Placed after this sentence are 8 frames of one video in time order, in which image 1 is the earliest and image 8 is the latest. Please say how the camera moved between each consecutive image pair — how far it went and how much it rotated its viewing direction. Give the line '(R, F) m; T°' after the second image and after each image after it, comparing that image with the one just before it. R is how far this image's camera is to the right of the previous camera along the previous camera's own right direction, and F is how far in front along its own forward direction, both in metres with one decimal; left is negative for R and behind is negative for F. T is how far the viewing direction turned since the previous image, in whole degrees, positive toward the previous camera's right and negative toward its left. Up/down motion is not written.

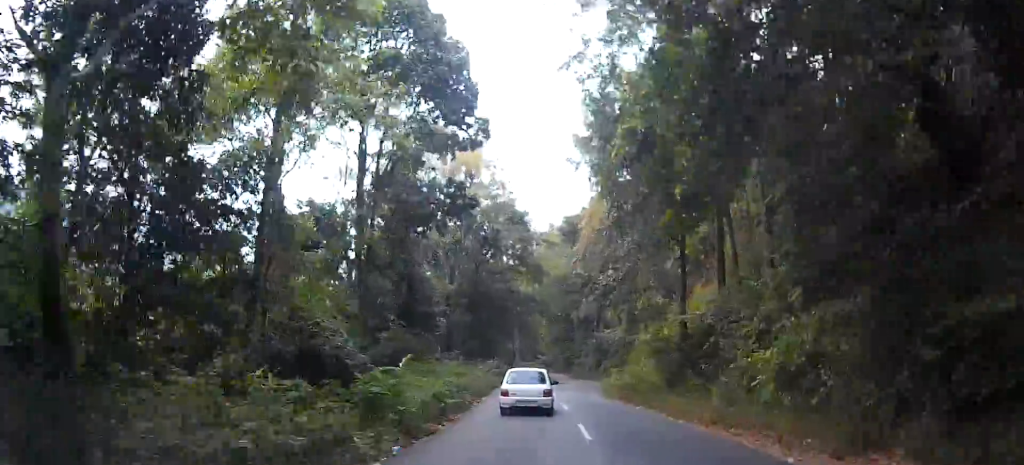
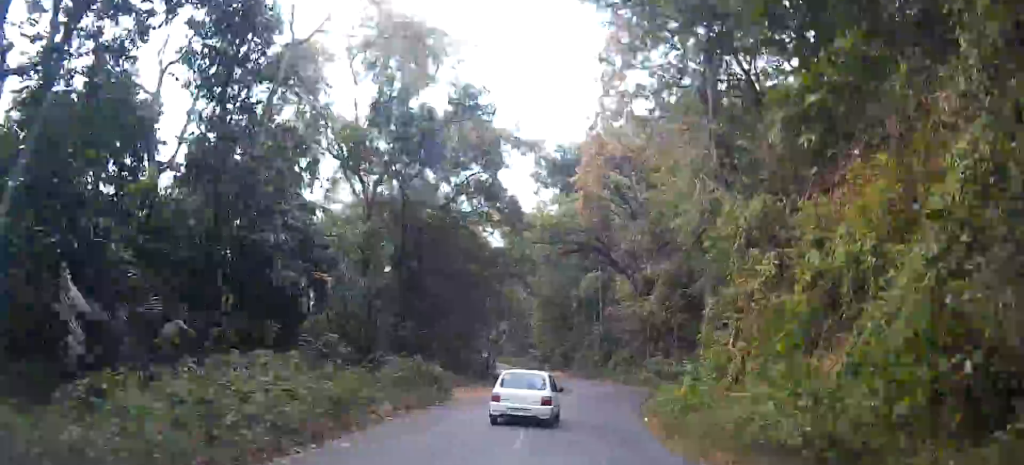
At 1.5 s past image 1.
(-1.8, +25.8) m; -4°
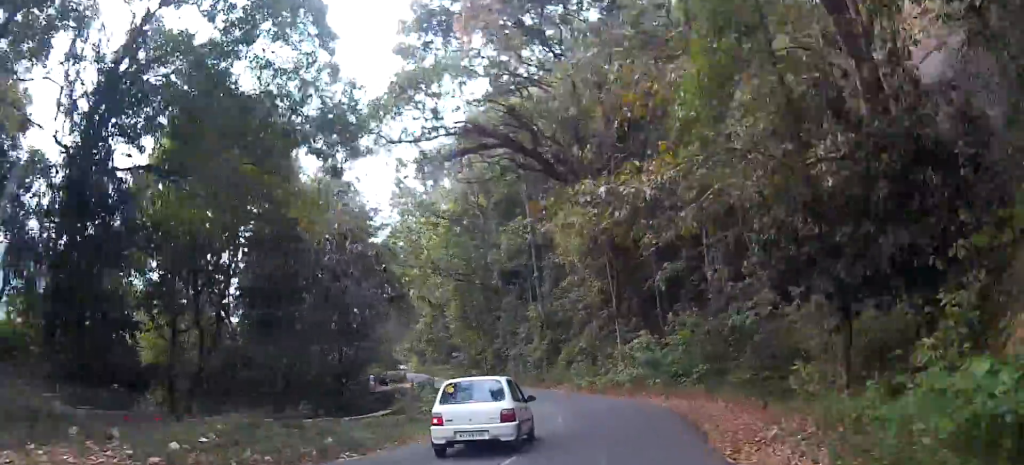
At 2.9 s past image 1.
(+1.3, +26.2) m; +2°
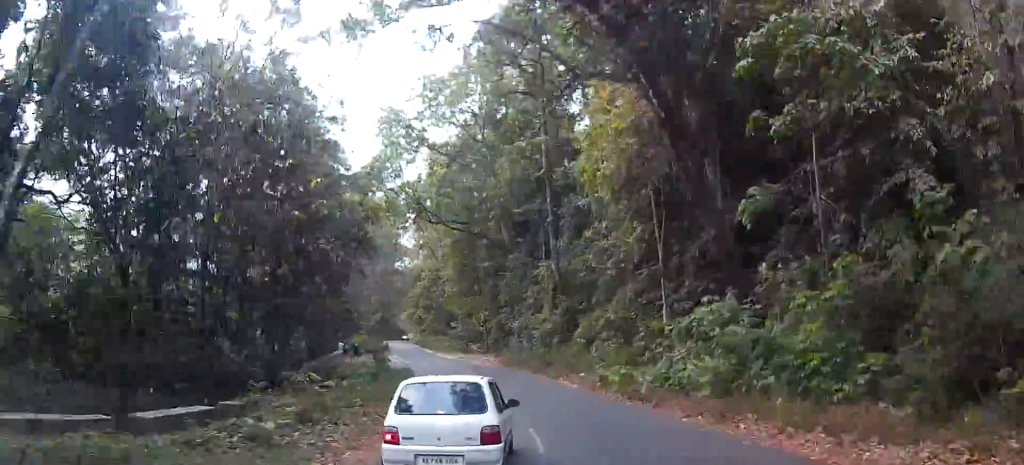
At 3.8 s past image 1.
(-0.1, +14.7) m; -1°
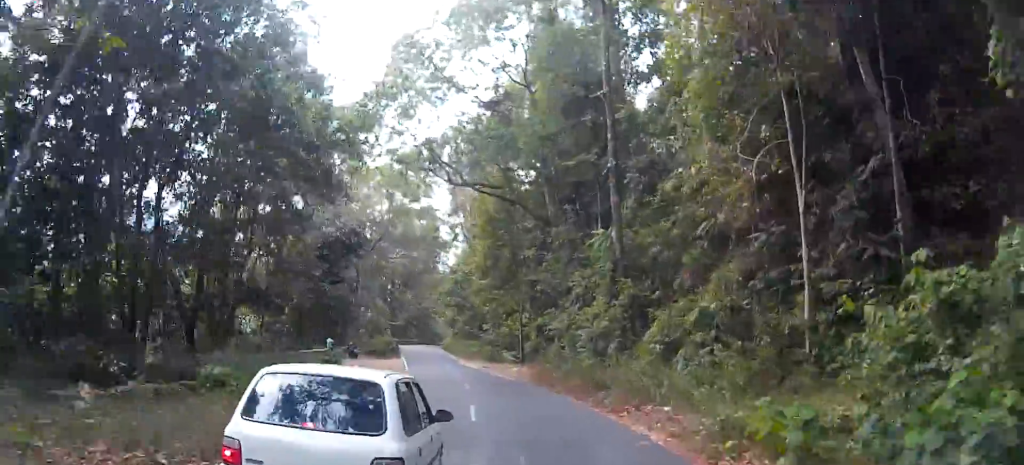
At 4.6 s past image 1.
(-0.2, +14.0) m; -2°
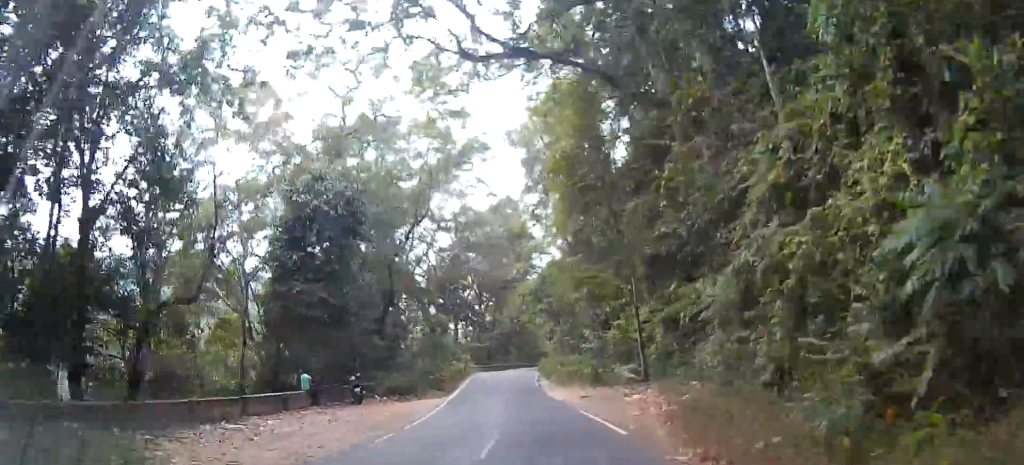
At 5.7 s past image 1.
(-0.8, +19.2) m; -6°
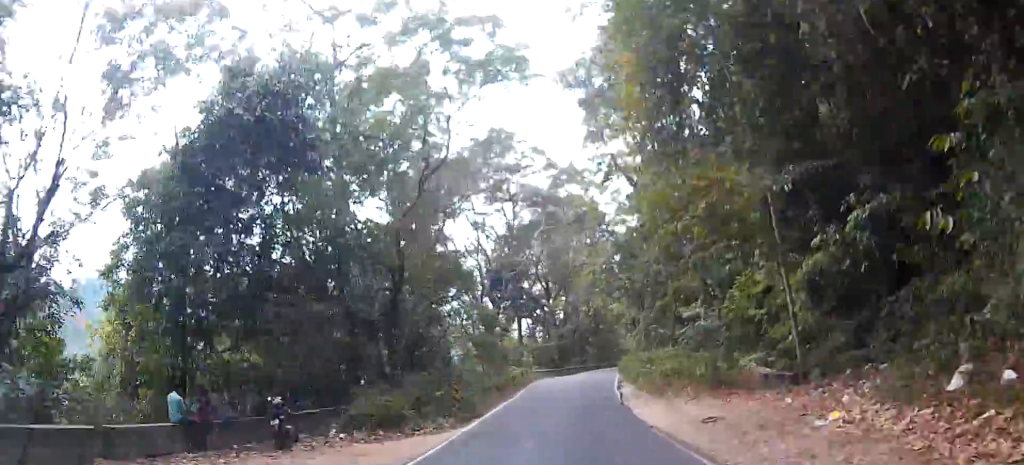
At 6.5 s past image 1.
(-0.5, +12.1) m; -4°
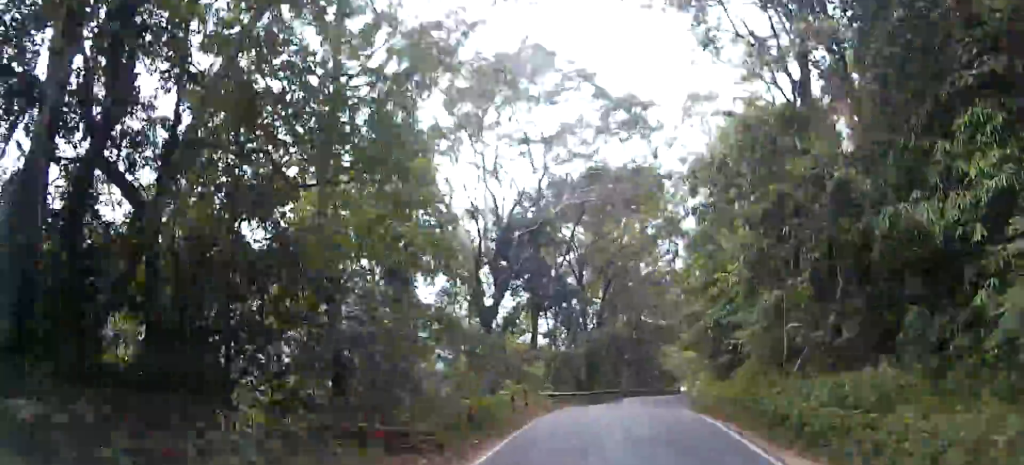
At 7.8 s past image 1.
(-0.4, +20.4) m; -1°
